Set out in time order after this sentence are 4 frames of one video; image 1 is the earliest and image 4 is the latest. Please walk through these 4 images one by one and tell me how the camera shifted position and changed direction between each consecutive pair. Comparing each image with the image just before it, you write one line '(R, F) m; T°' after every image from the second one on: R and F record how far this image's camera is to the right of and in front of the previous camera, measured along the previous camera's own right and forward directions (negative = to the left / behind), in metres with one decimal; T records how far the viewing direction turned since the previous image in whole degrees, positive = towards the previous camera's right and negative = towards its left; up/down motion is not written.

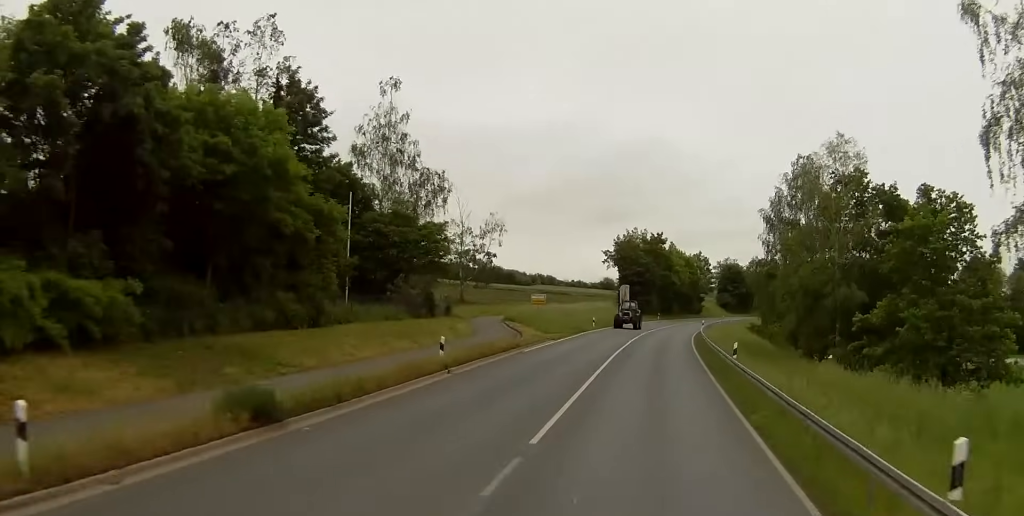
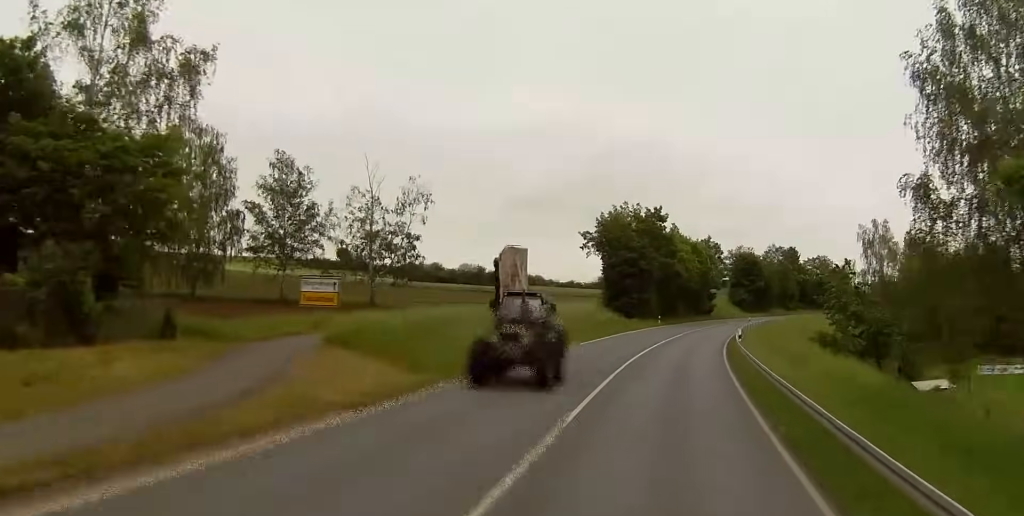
(0.0, +35.3) m; +1°
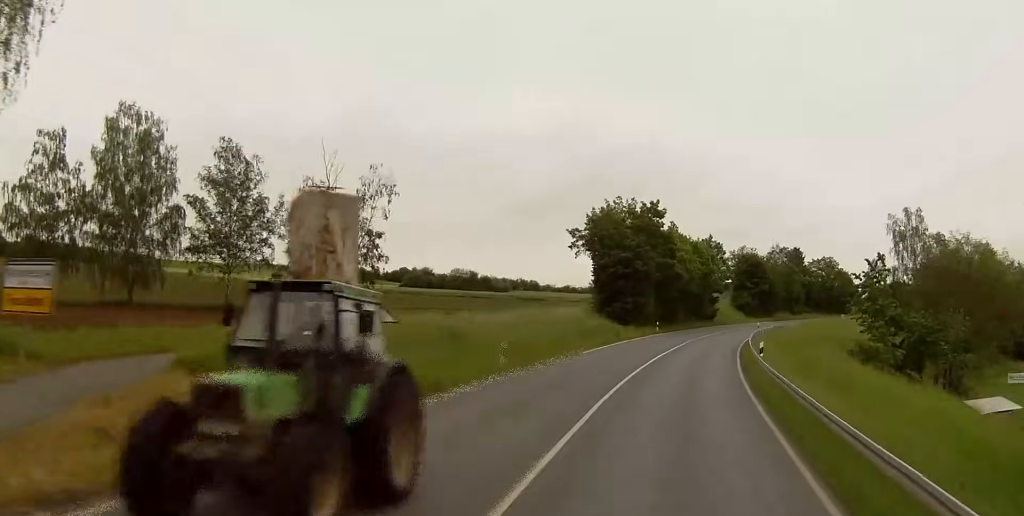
(0.0, +9.8) m; +1°
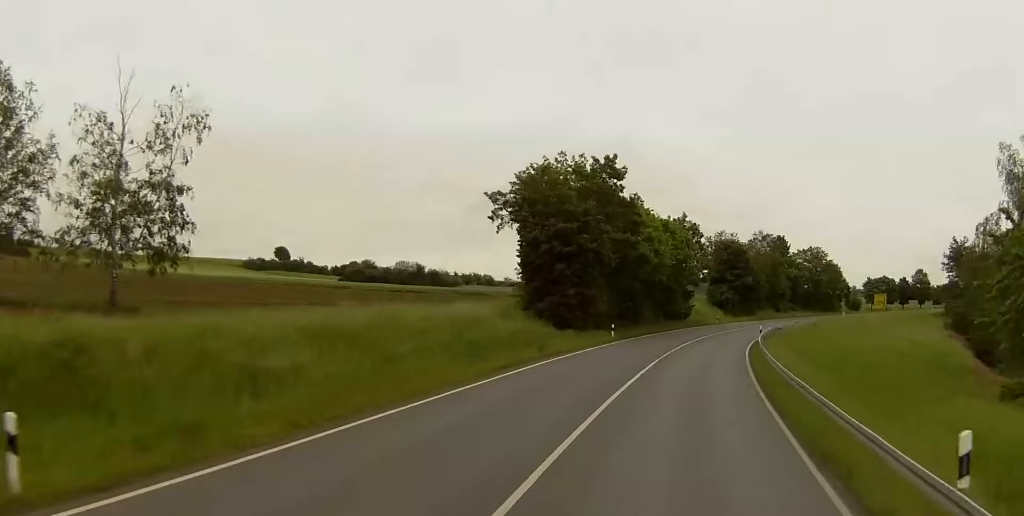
(0.0, +24.5) m; -2°
